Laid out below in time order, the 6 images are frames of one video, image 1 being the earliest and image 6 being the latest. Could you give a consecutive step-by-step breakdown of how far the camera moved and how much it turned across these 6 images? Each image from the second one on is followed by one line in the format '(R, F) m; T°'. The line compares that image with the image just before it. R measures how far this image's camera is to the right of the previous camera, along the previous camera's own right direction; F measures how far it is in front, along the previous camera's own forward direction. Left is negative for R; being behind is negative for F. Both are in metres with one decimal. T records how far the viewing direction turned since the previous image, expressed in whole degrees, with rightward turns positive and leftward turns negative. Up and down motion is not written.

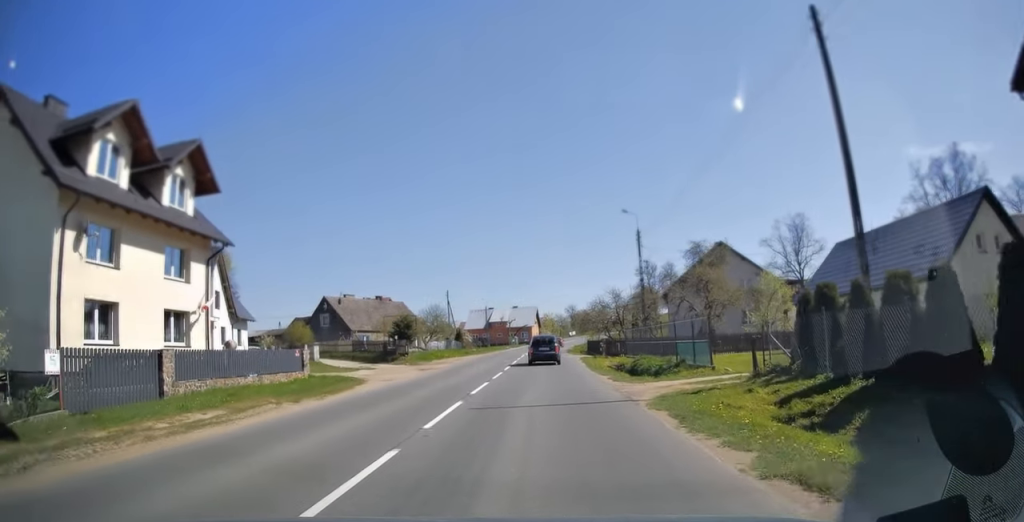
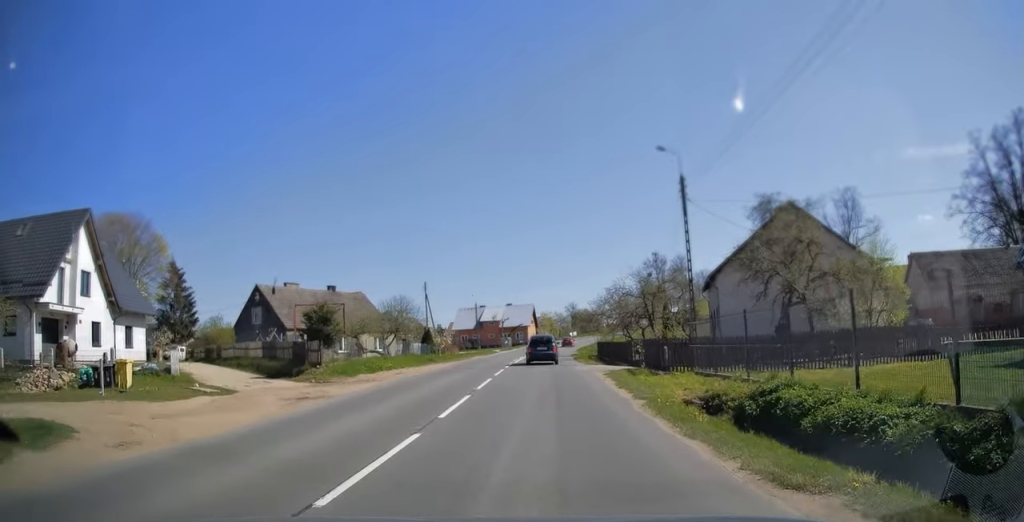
(+0.1, +16.2) m; 0°
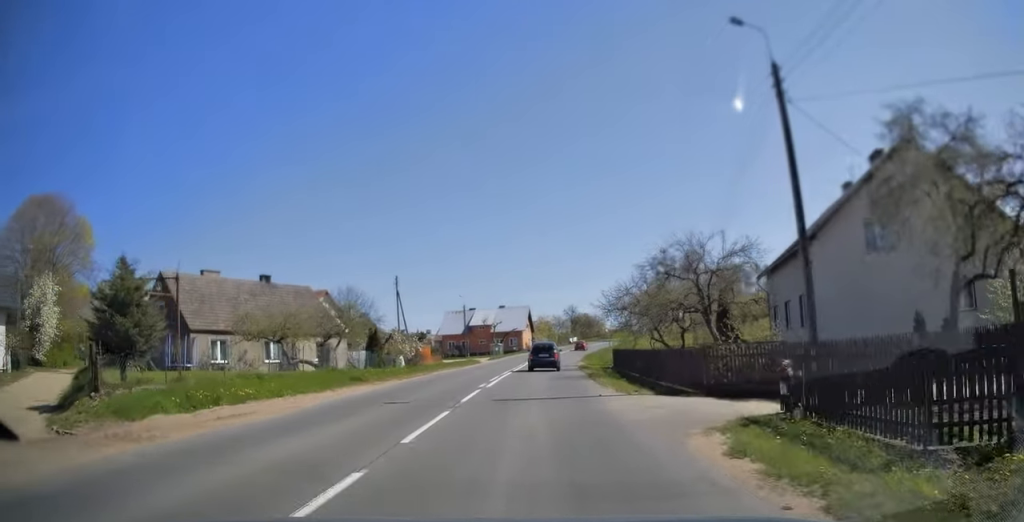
(0.0, +14.3) m; 0°
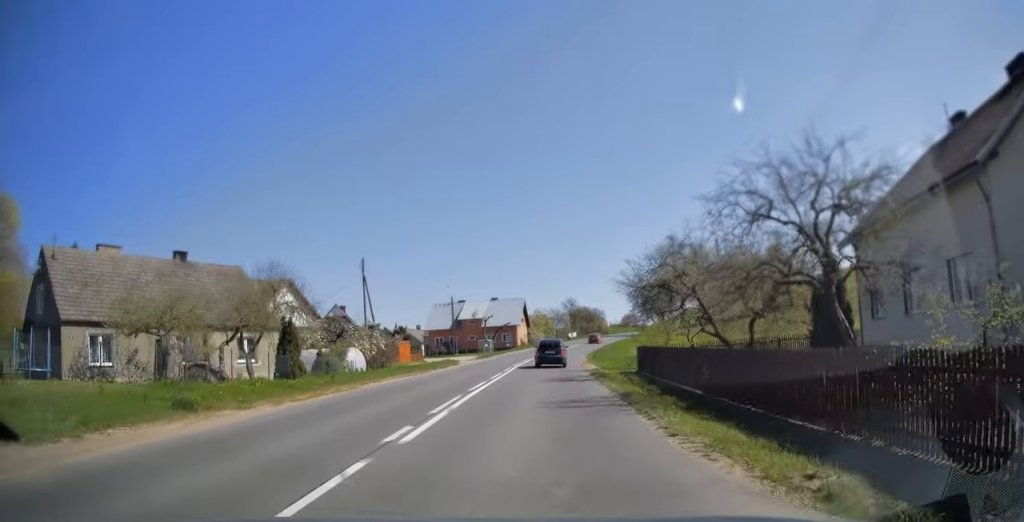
(0.0, +11.4) m; +1°
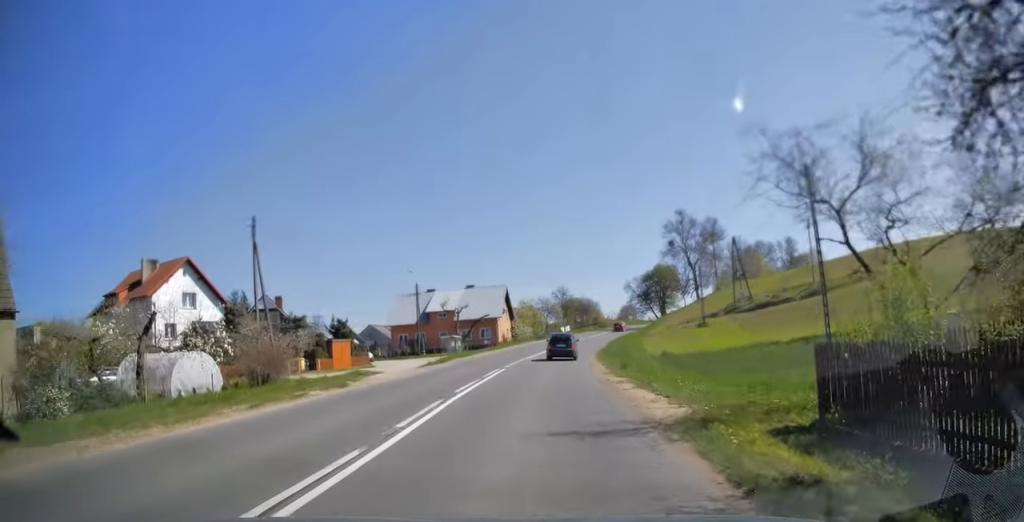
(+0.3, +19.9) m; +1°
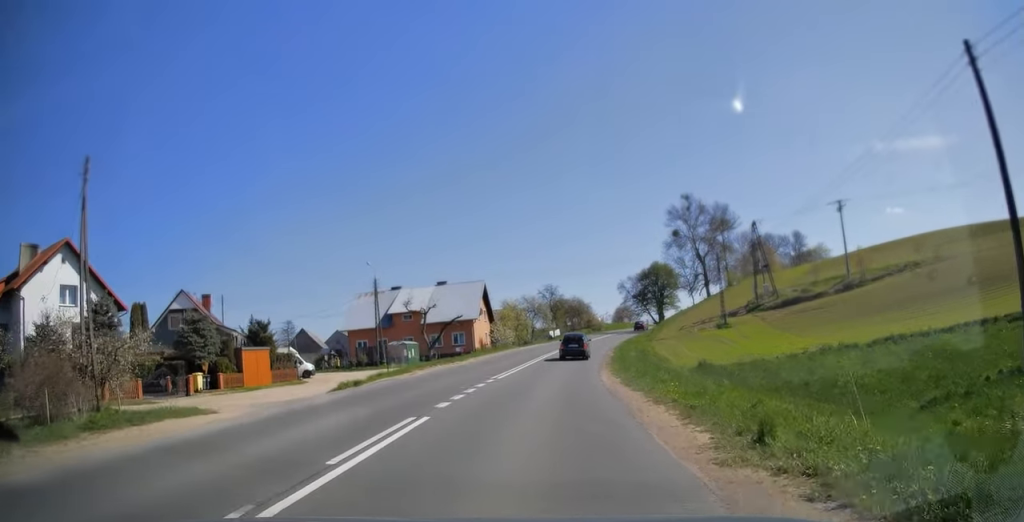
(+0.1, +14.7) m; +1°
